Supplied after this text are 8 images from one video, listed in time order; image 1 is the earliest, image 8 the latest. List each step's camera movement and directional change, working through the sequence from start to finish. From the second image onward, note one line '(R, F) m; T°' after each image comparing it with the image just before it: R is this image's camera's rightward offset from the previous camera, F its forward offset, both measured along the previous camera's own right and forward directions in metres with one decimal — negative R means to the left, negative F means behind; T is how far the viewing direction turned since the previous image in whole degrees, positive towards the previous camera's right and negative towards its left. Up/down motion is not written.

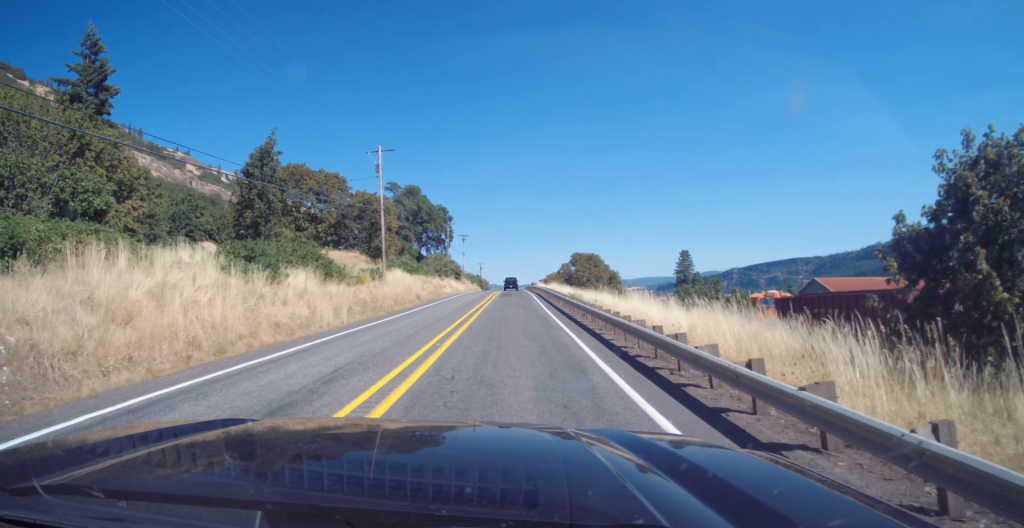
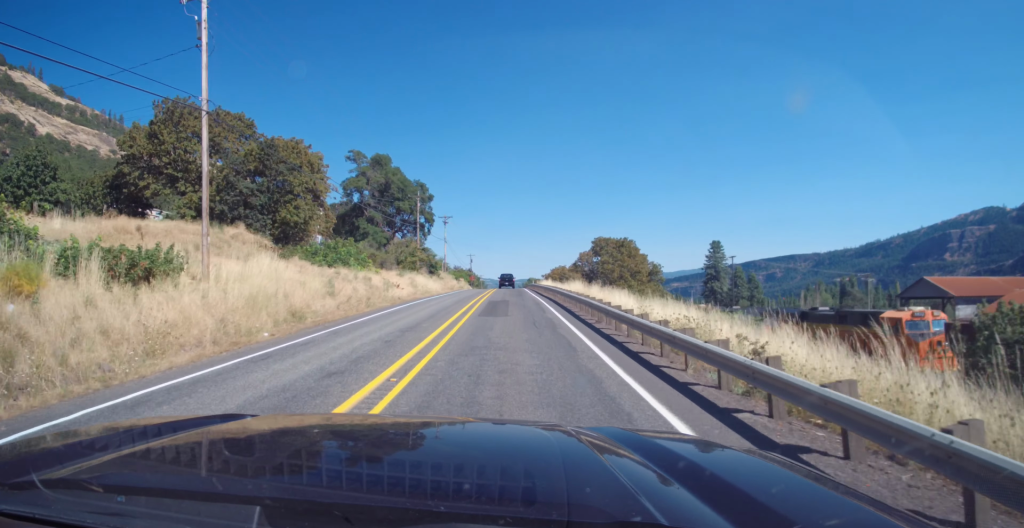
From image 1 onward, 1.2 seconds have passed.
(-0.1, +31.2) m; 0°
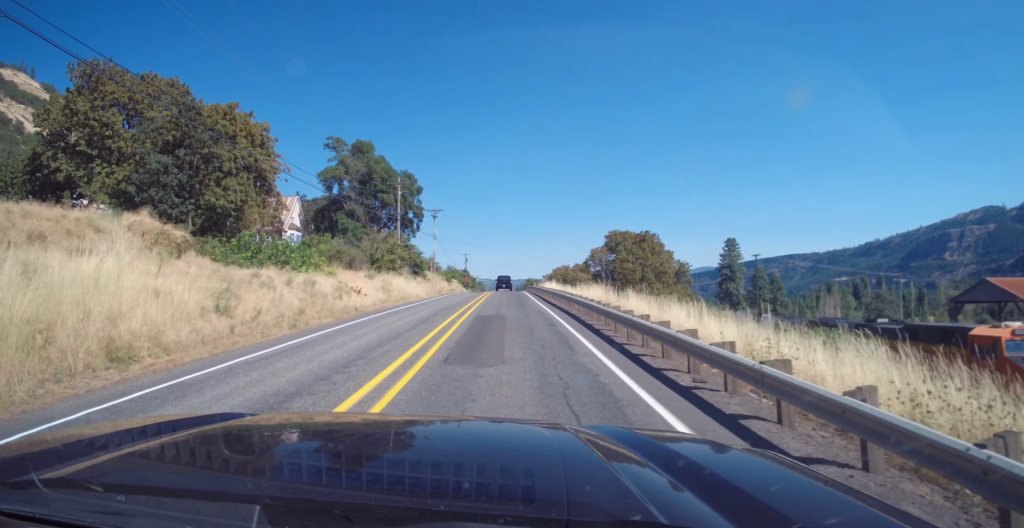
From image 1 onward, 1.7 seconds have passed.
(+0.1, +12.3) m; 0°
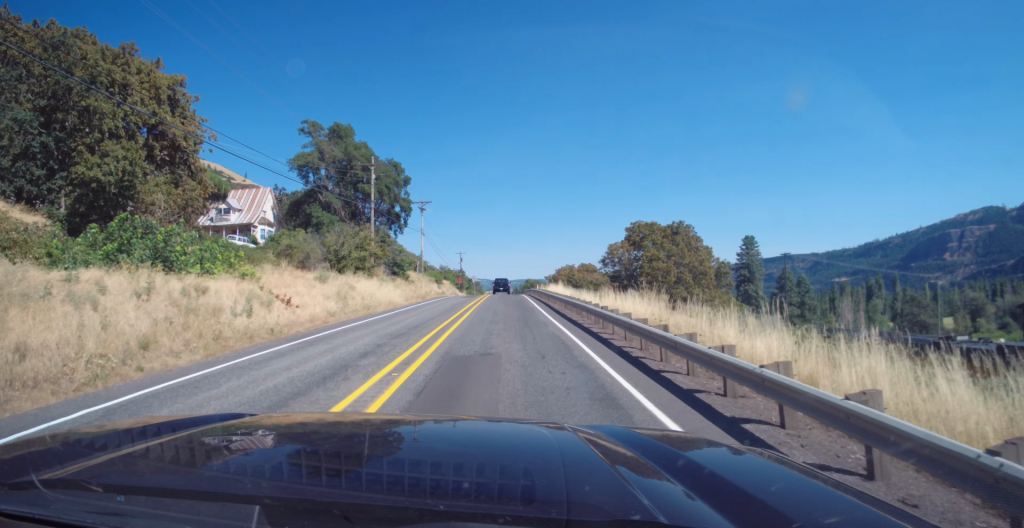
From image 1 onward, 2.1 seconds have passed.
(+0.2, +11.4) m; 0°
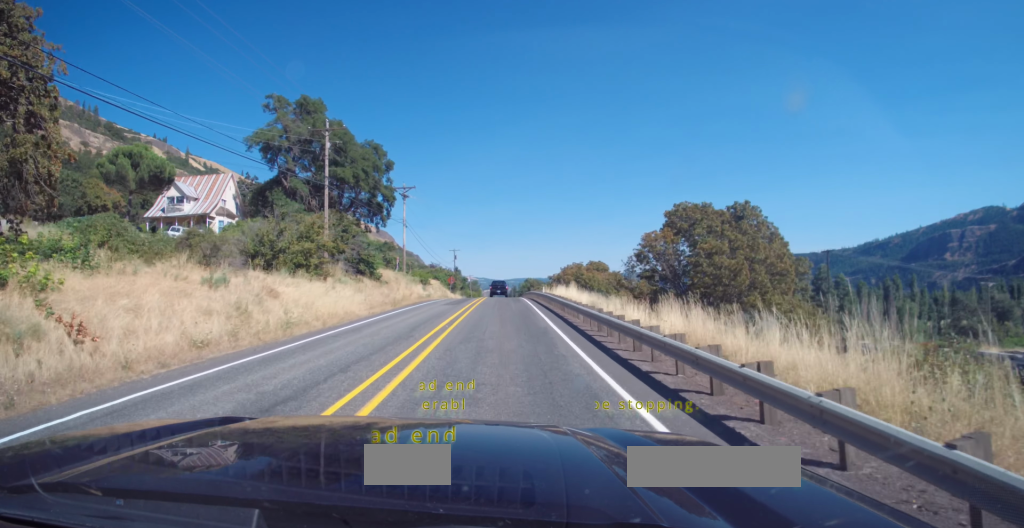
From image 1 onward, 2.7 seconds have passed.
(-0.1, +13.6) m; 0°
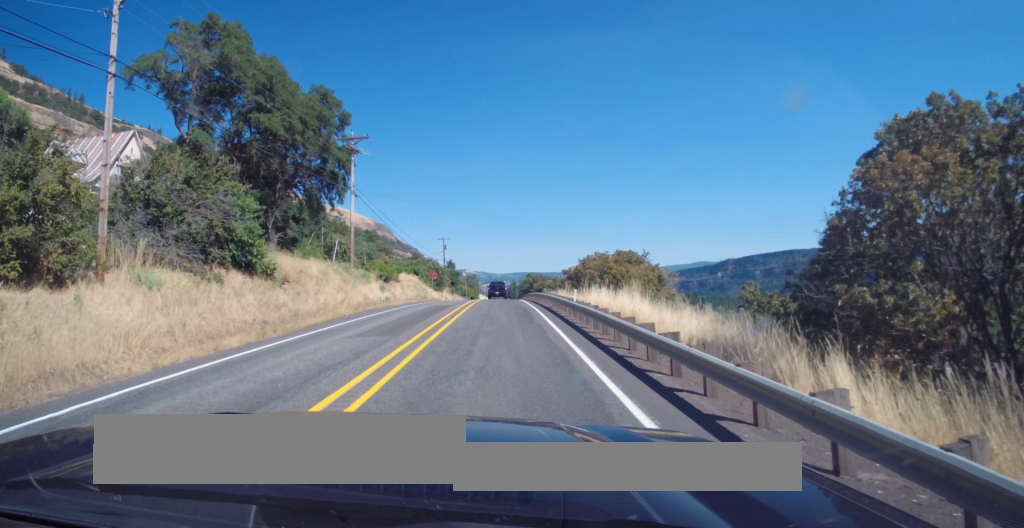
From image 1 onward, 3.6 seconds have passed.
(0.0, +23.2) m; +1°
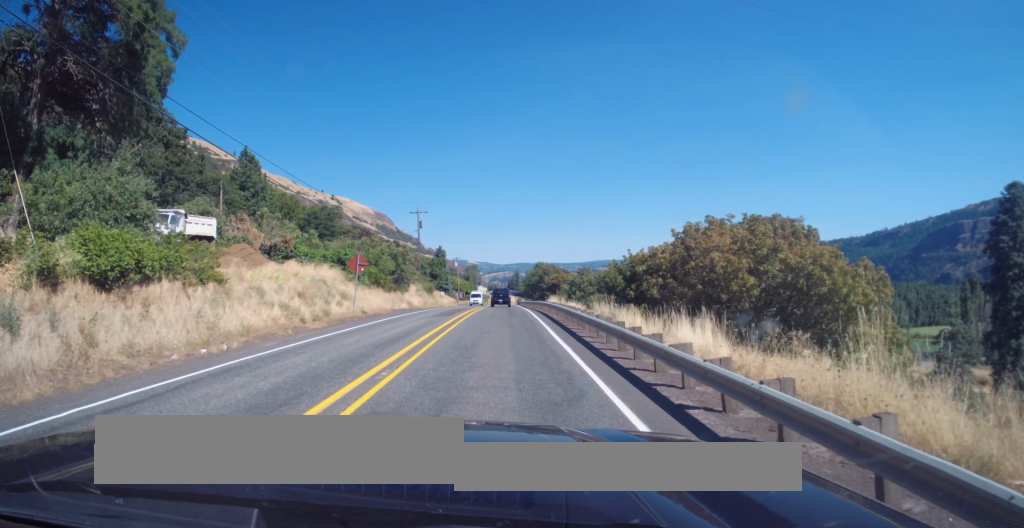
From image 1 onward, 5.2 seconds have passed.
(-0.4, +36.9) m; -2°
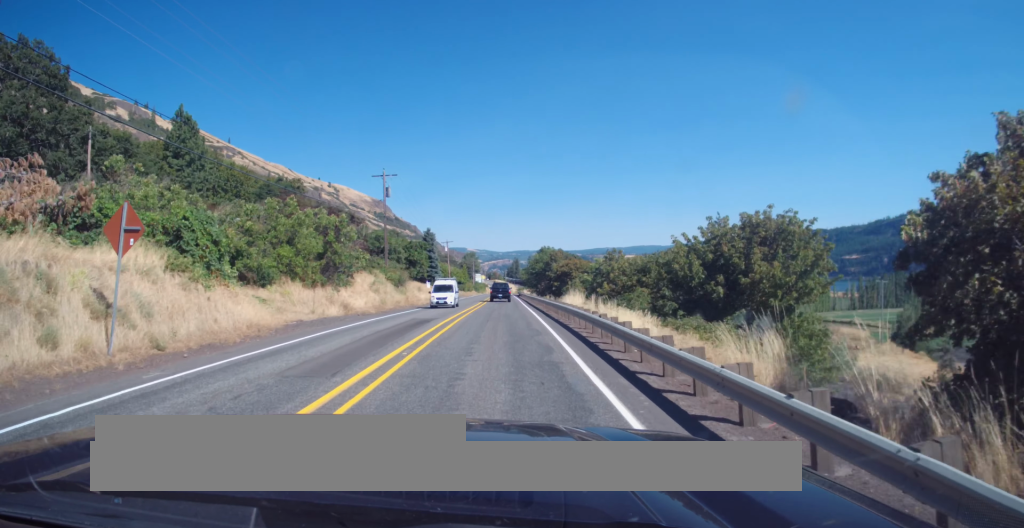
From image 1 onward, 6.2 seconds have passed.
(+0.3, +21.8) m; +2°
